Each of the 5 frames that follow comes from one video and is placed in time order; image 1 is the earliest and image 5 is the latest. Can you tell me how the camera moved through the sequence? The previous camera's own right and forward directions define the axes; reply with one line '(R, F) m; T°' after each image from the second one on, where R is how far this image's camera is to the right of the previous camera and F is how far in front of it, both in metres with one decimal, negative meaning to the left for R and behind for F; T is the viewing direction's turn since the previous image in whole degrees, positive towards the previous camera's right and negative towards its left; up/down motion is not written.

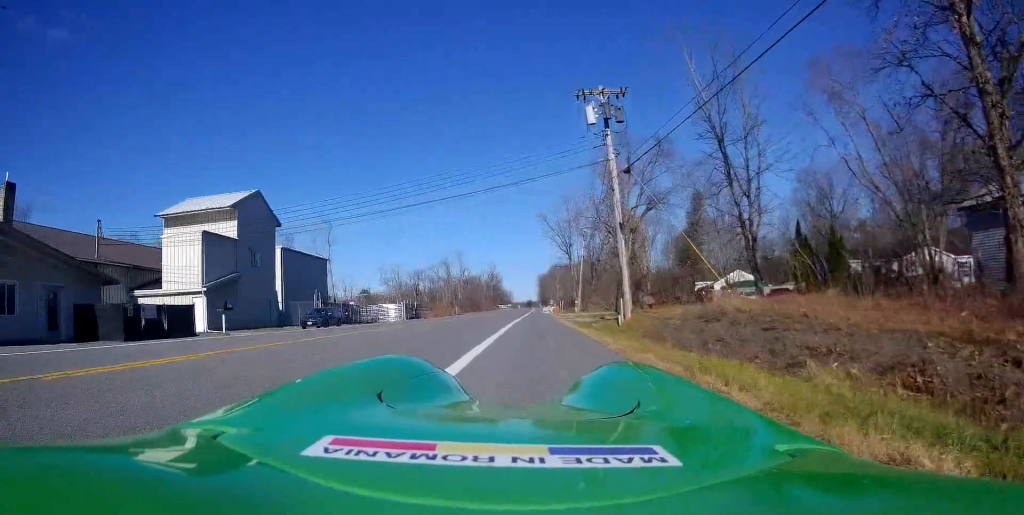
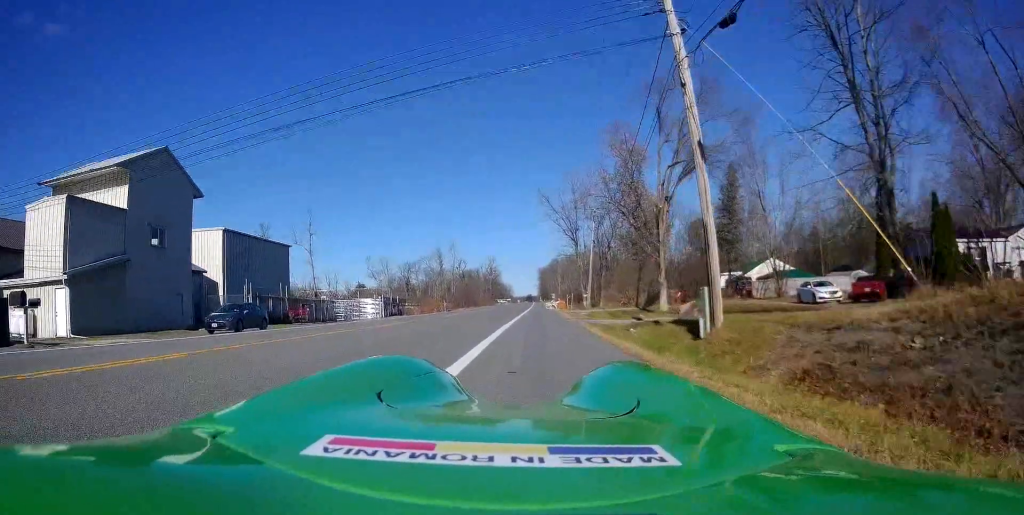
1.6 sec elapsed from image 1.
(+0.6, +11.9) m; +2°
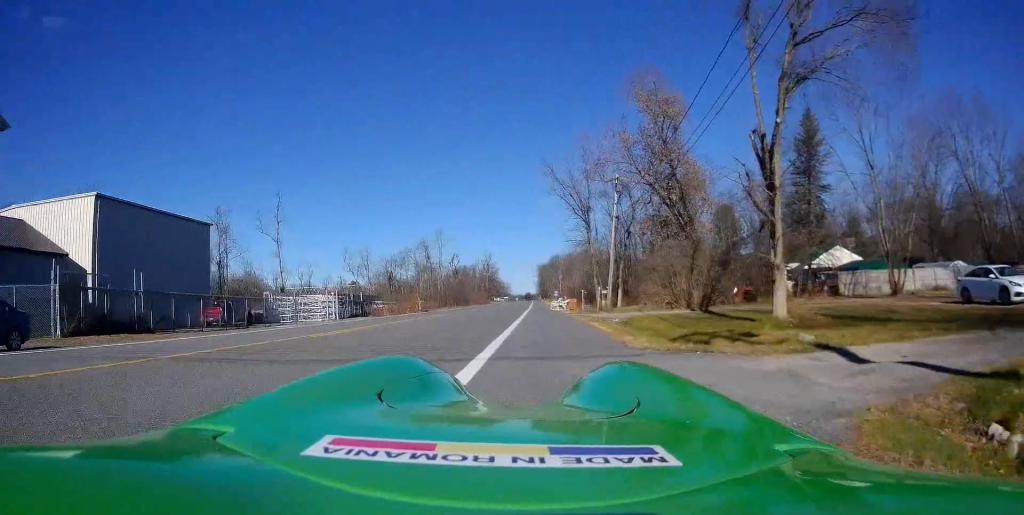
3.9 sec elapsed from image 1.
(-1.4, +16.4) m; -3°
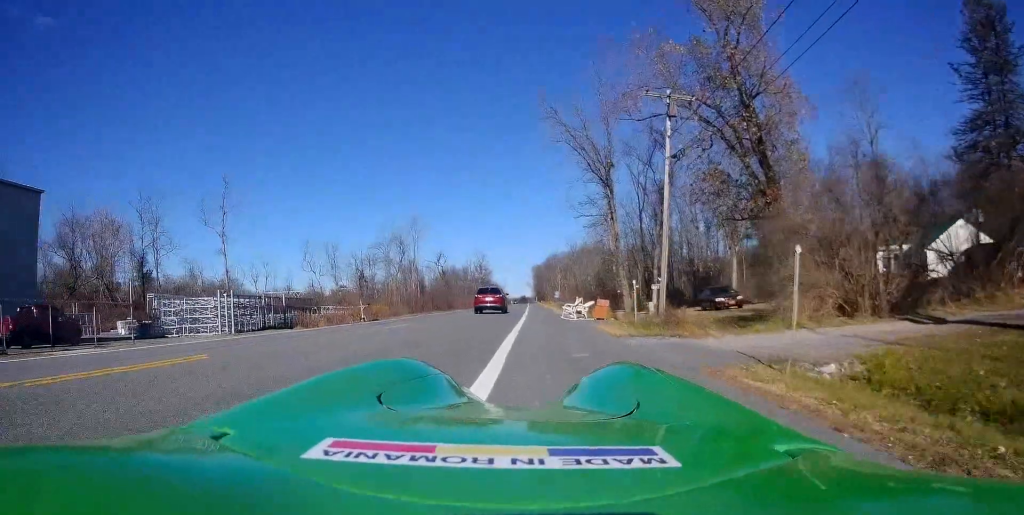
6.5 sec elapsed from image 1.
(+0.7, +19.4) m; 0°
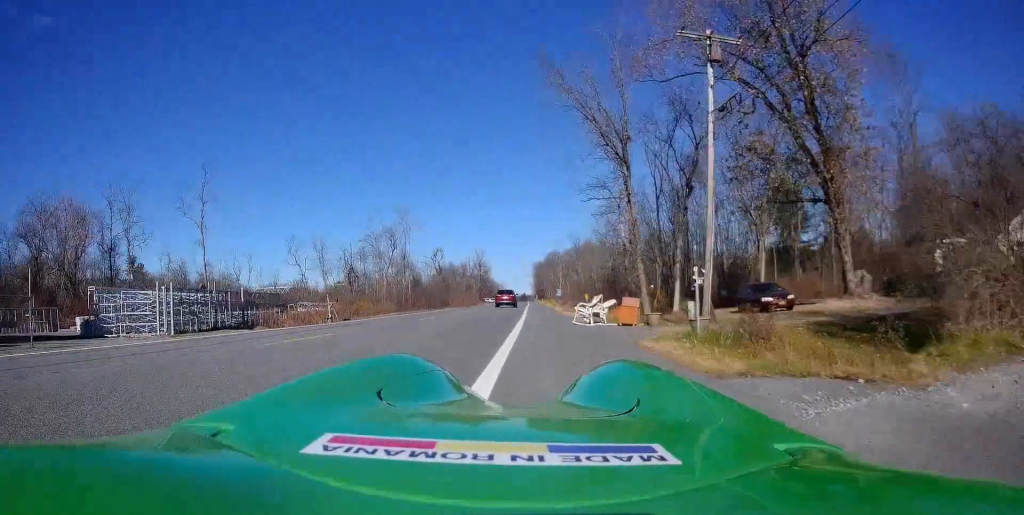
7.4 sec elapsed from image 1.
(-0.1, +6.8) m; +2°
